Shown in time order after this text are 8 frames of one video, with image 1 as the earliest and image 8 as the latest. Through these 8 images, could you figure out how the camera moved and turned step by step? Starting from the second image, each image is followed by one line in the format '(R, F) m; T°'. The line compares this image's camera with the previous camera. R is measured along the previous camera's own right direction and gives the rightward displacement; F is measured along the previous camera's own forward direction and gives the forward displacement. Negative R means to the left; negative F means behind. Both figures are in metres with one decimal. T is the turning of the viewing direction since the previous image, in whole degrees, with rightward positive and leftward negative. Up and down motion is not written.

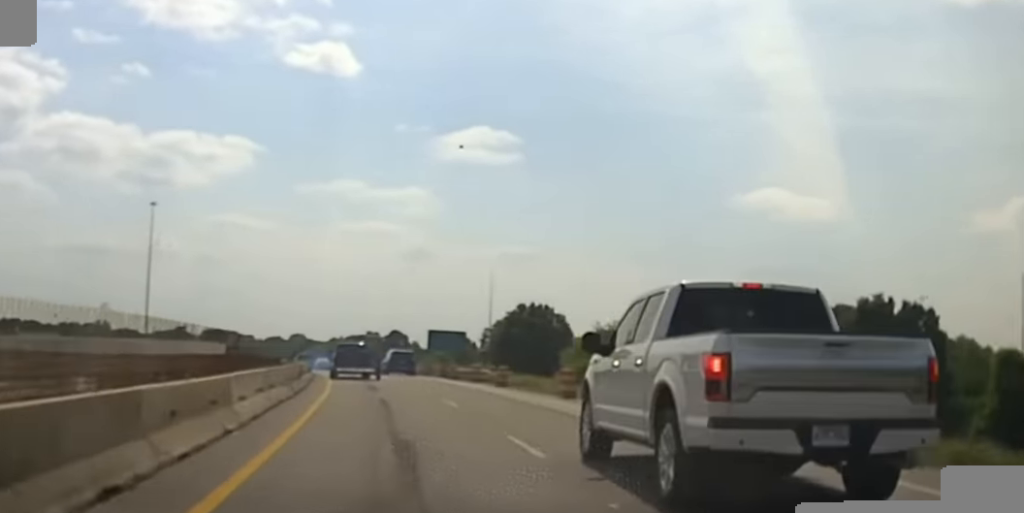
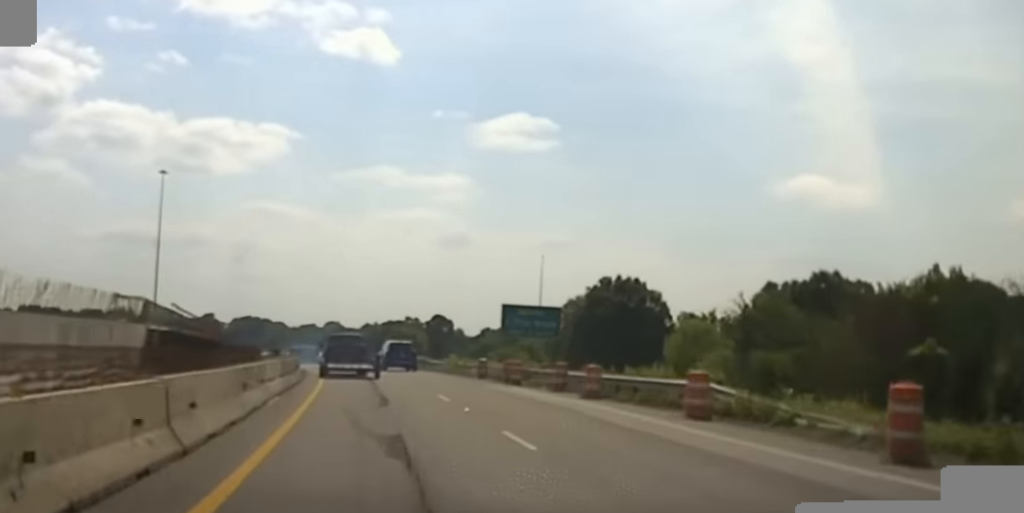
(0.0, +31.7) m; 0°
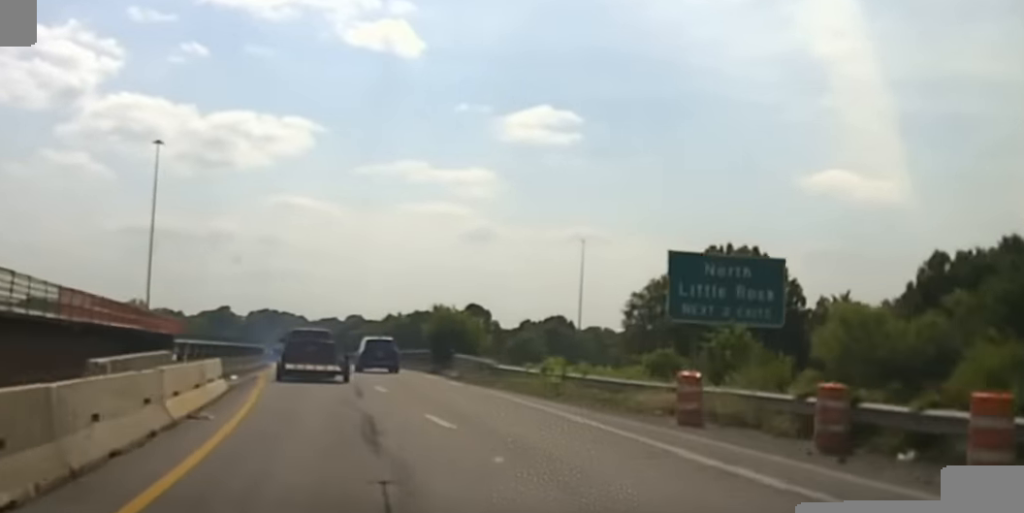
(0.0, +30.5) m; 0°
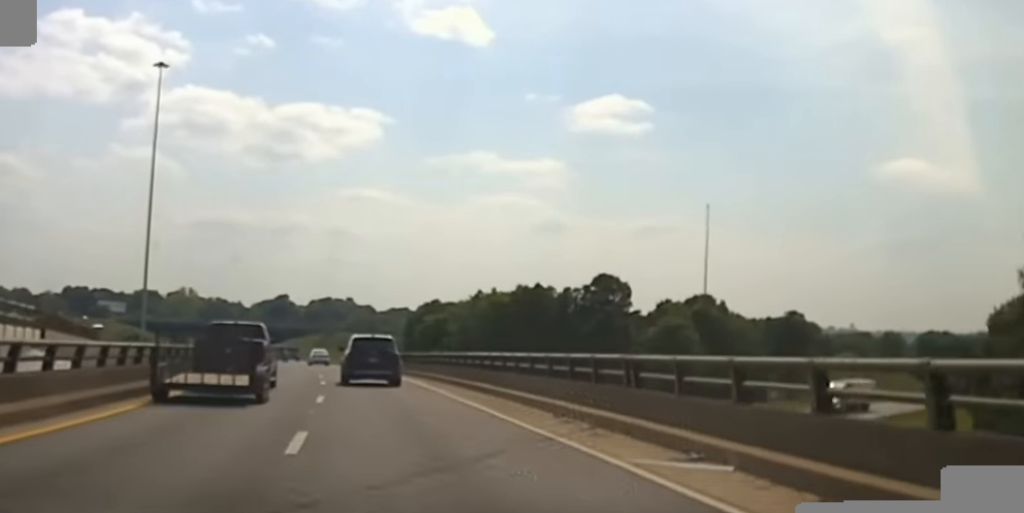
(0.0, +59.6) m; 0°
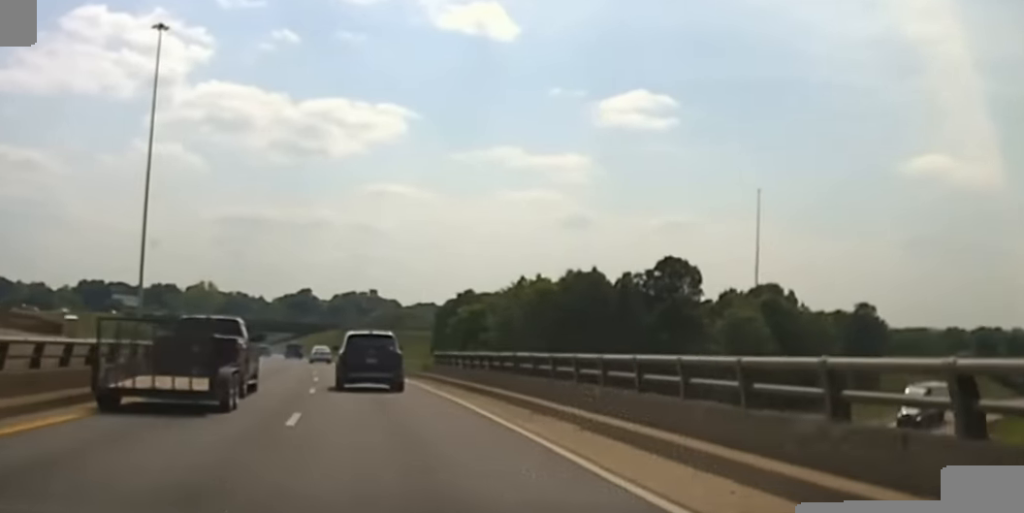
(0.0, +17.9) m; 0°
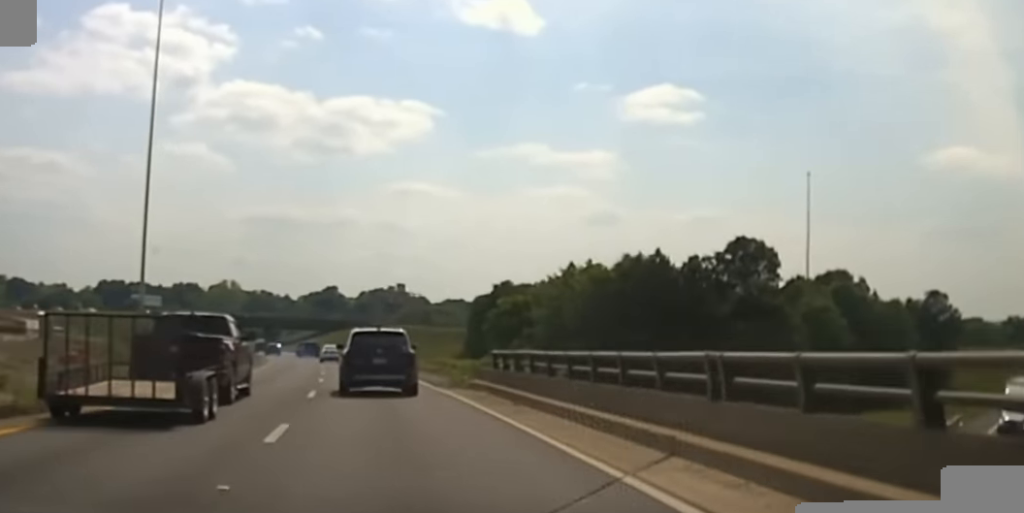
(0.0, +15.1) m; 0°
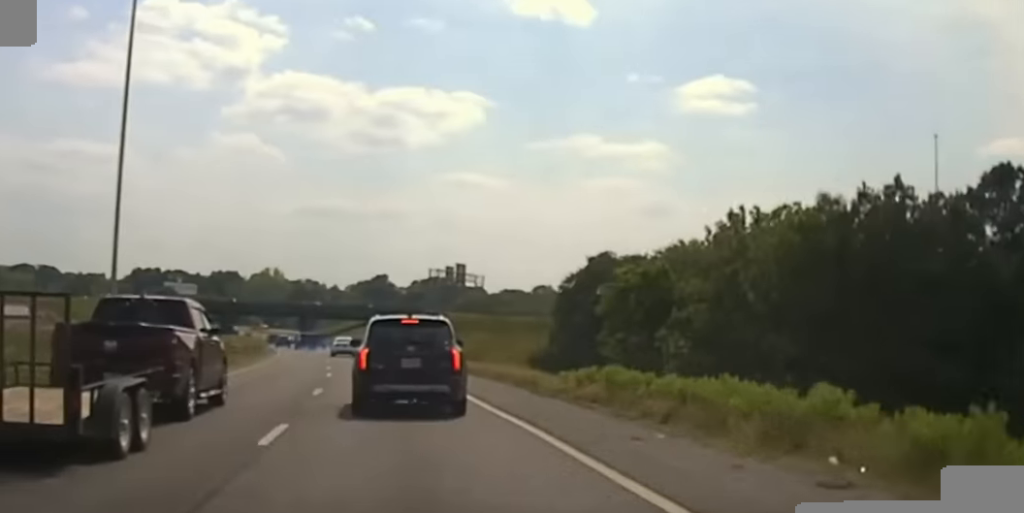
(0.0, +37.6) m; 0°
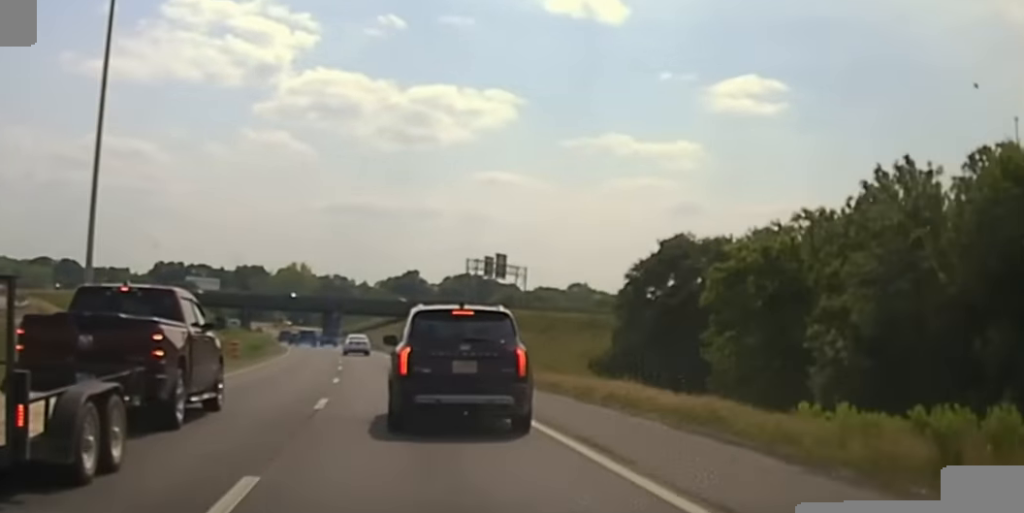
(0.0, +19.8) m; 0°
